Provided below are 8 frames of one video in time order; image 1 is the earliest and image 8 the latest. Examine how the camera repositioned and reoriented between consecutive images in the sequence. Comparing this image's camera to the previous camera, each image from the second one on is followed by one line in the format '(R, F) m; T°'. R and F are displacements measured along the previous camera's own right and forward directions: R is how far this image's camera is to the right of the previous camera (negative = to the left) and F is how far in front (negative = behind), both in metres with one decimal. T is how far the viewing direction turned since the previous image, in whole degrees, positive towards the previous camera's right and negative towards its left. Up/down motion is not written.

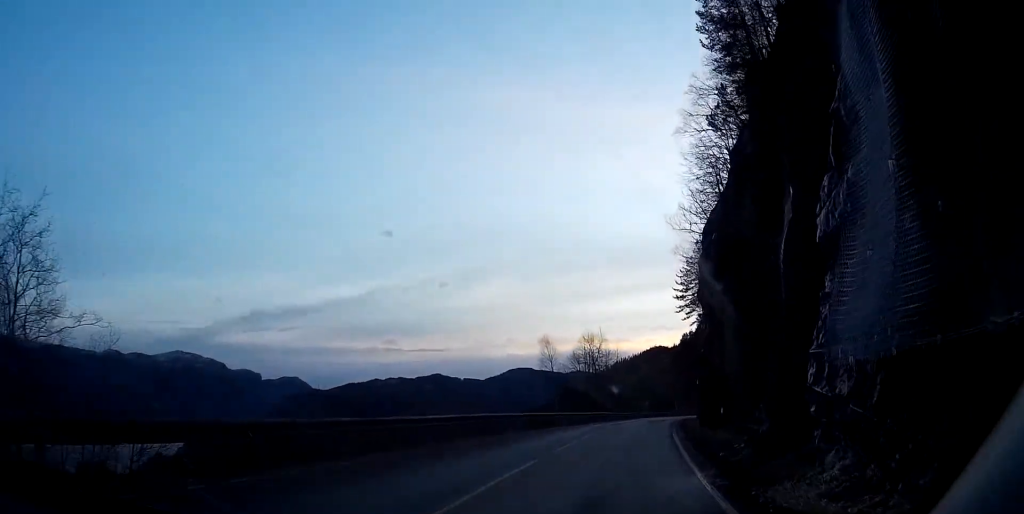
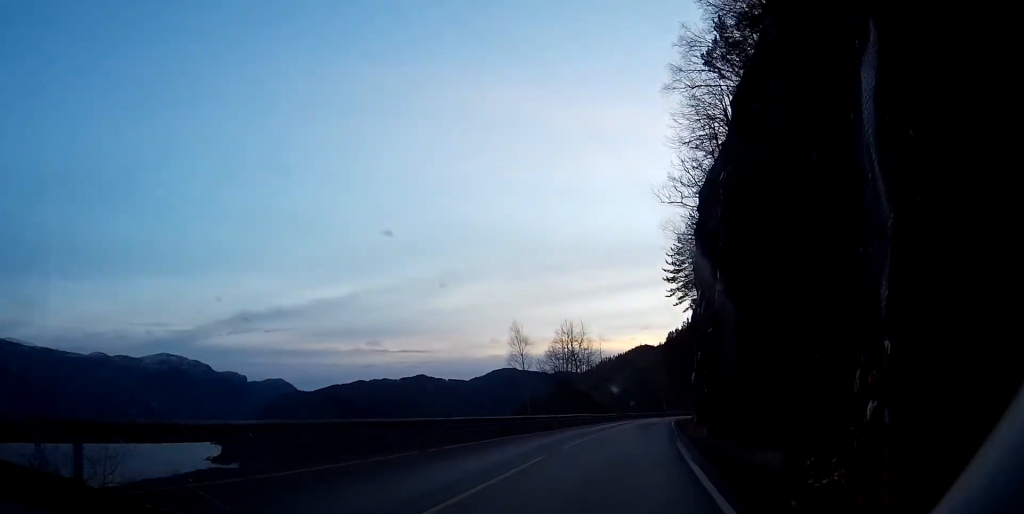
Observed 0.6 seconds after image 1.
(-0.2, +11.6) m; -1°
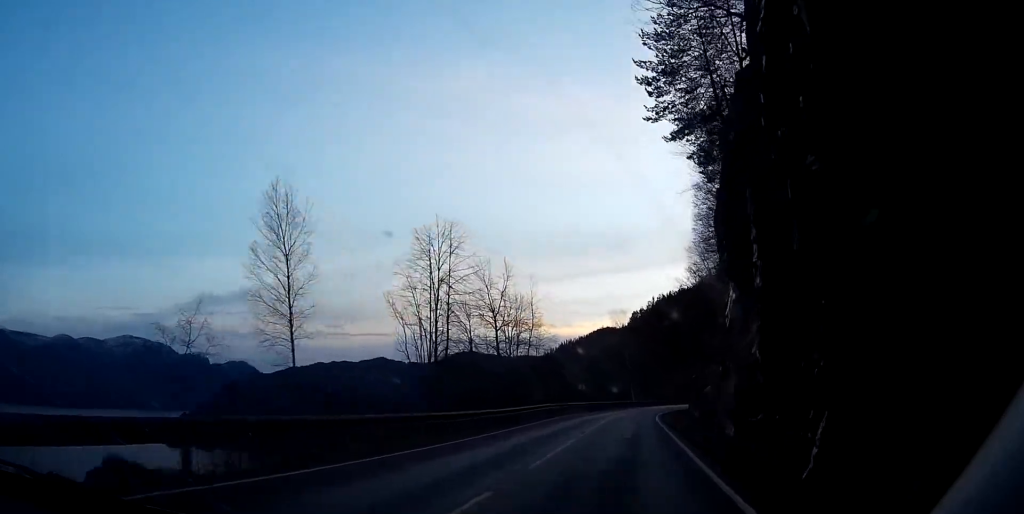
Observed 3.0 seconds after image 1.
(+4.2, +42.5) m; +14°
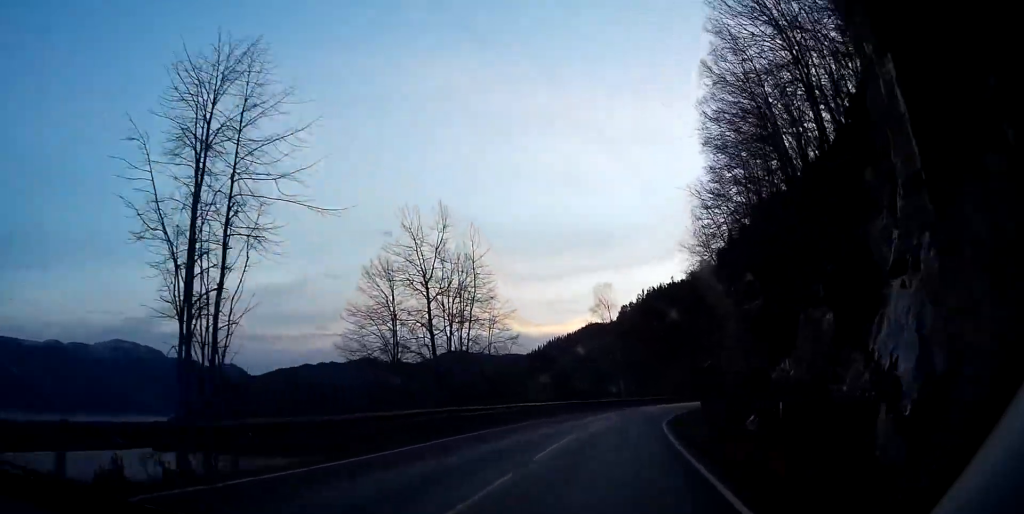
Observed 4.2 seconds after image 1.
(+0.8, +22.1) m; 0°
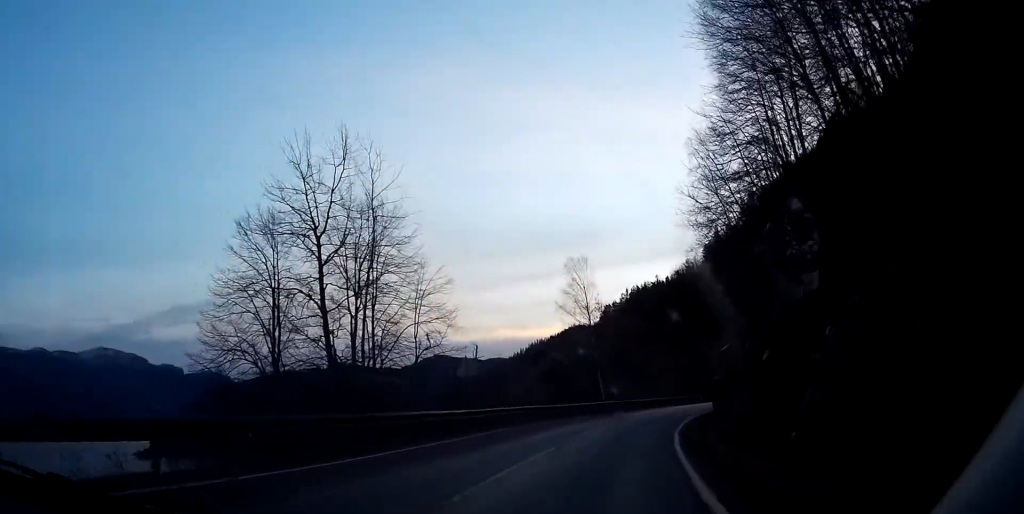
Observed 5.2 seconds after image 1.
(-0.3, +17.3) m; -1°
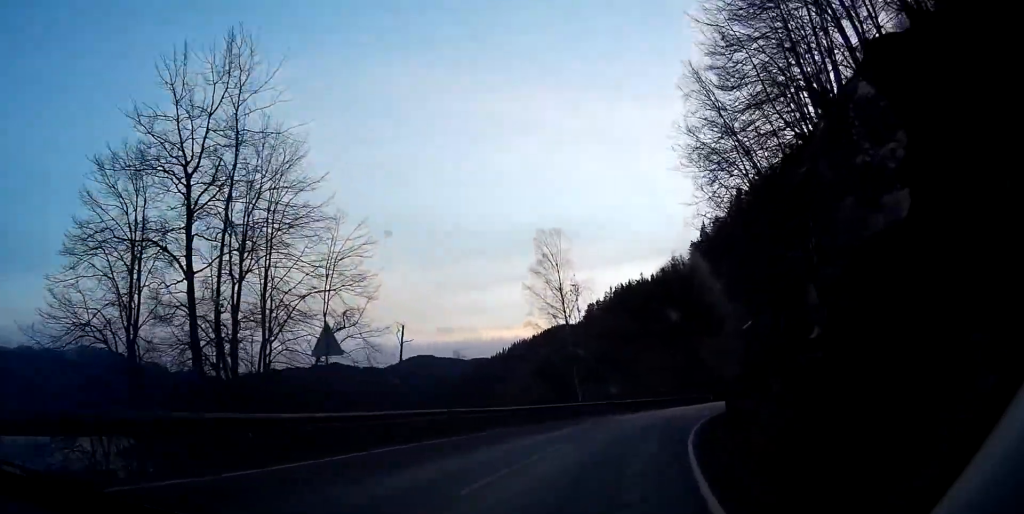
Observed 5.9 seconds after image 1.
(0.0, +11.5) m; +2°
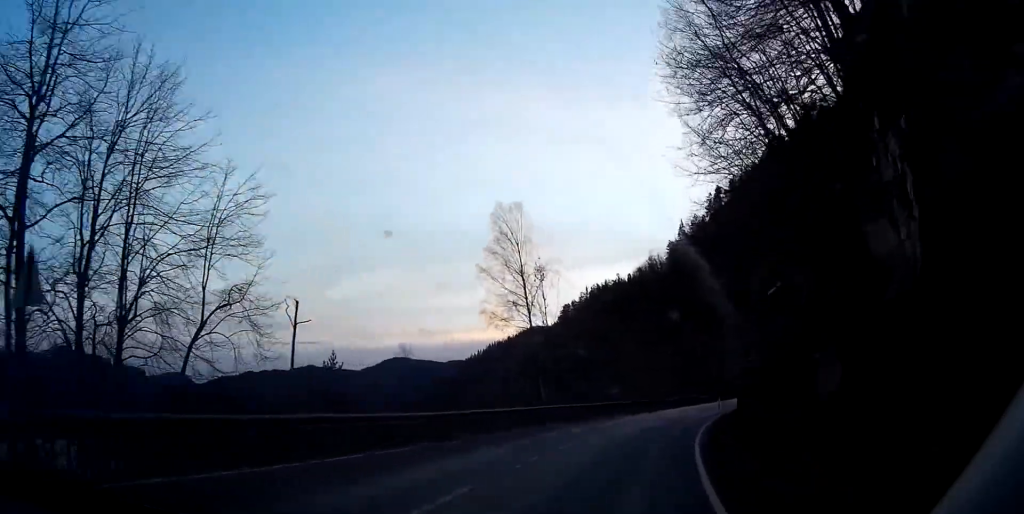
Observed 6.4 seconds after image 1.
(-0.2, +8.6) m; +2°
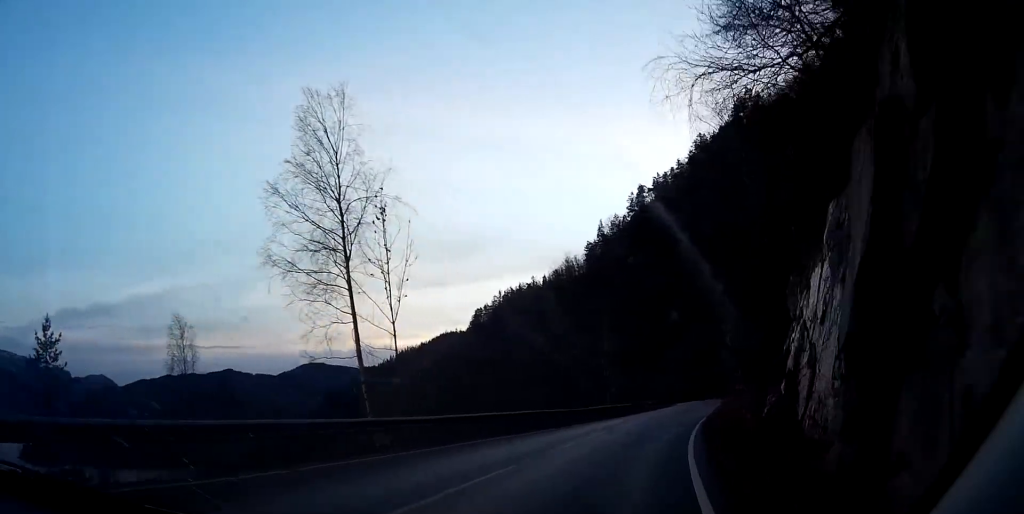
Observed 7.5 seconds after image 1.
(+1.1, +20.1) m; +6°
